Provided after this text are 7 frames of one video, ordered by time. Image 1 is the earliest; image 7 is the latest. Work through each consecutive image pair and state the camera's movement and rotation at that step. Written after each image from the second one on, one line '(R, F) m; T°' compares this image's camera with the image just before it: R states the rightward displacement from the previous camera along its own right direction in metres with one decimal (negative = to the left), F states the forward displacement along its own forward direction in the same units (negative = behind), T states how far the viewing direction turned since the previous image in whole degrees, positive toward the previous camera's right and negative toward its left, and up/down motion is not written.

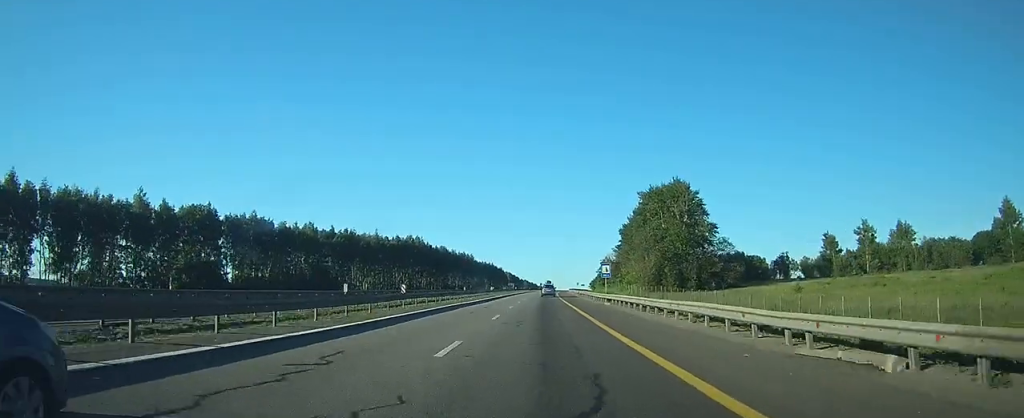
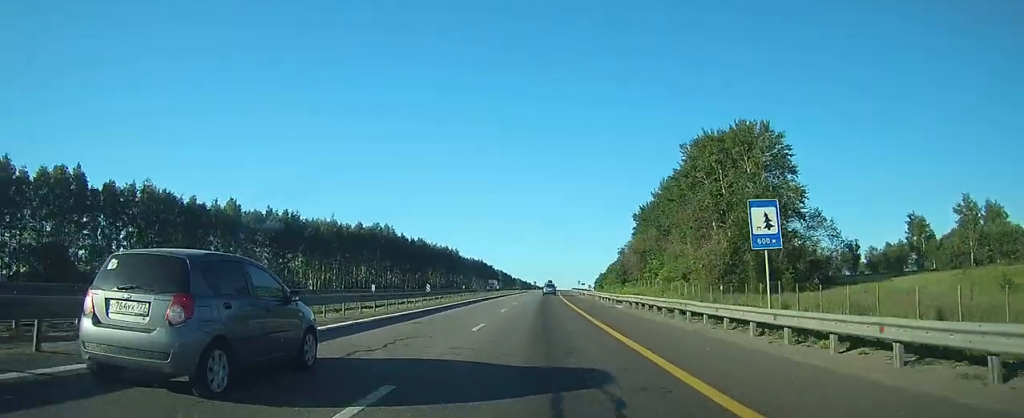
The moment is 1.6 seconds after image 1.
(0.0, +41.7) m; 0°
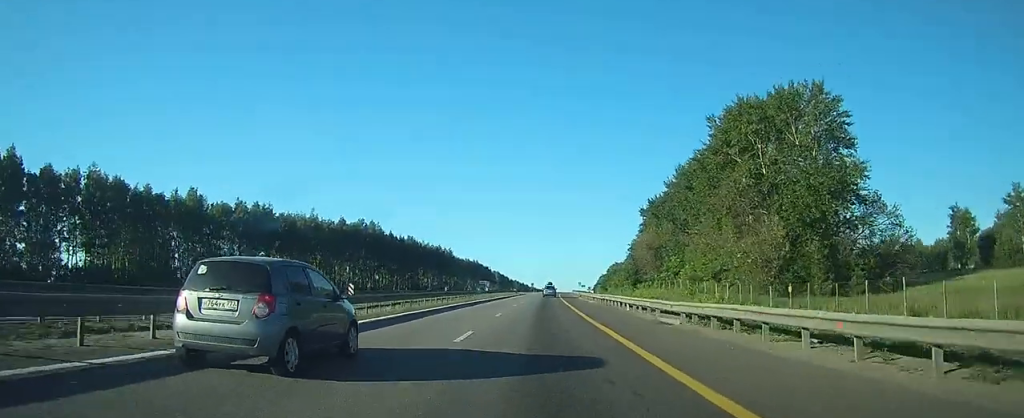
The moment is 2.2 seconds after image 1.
(0.0, +14.9) m; 0°
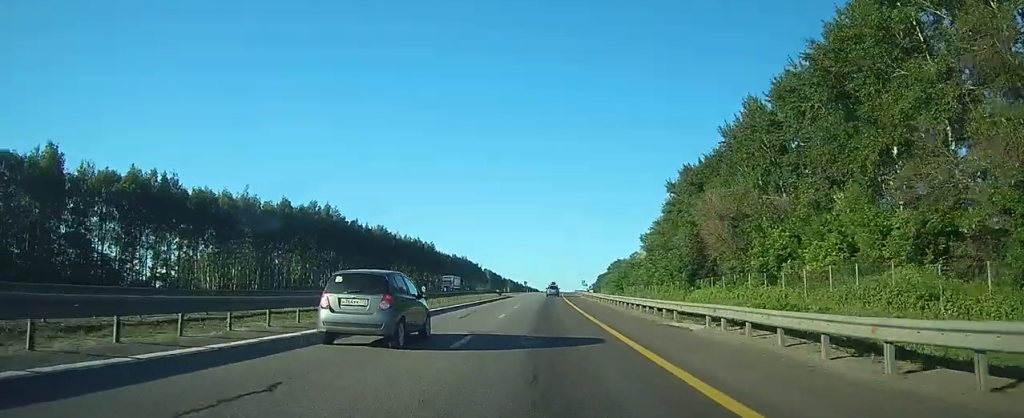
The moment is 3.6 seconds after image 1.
(0.0, +36.8) m; +1°
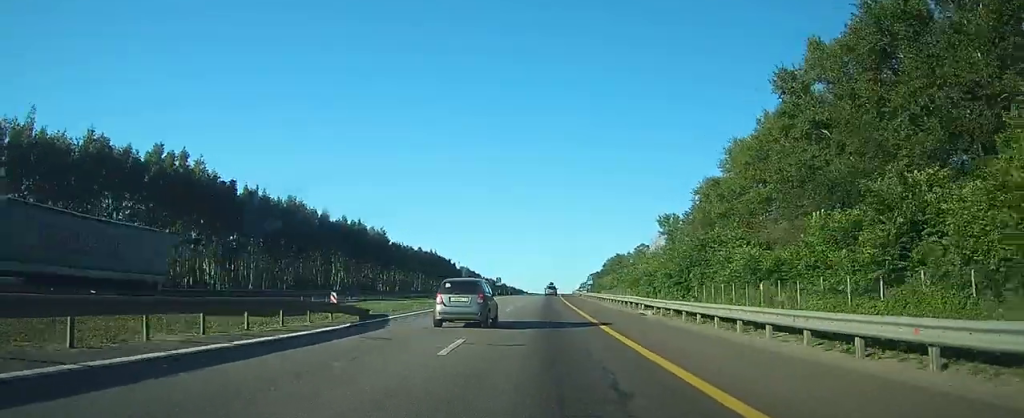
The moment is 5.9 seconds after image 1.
(+0.8, +60.5) m; +1°
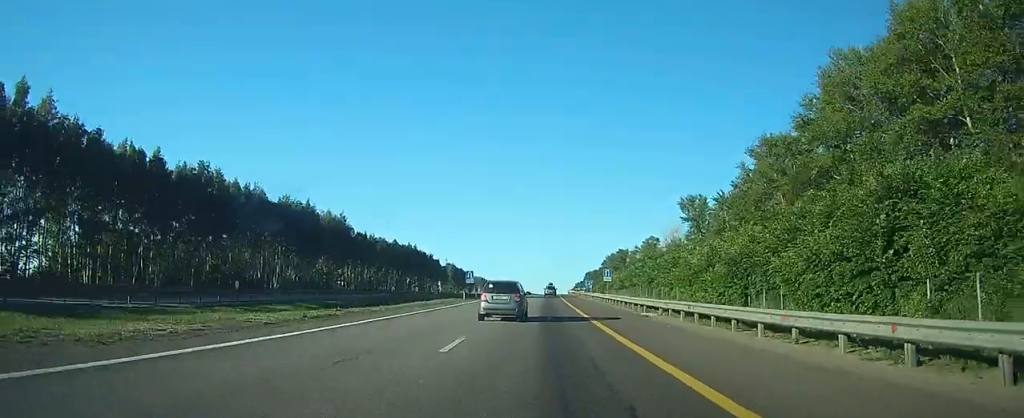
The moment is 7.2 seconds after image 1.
(0.0, +35.1) m; 0°
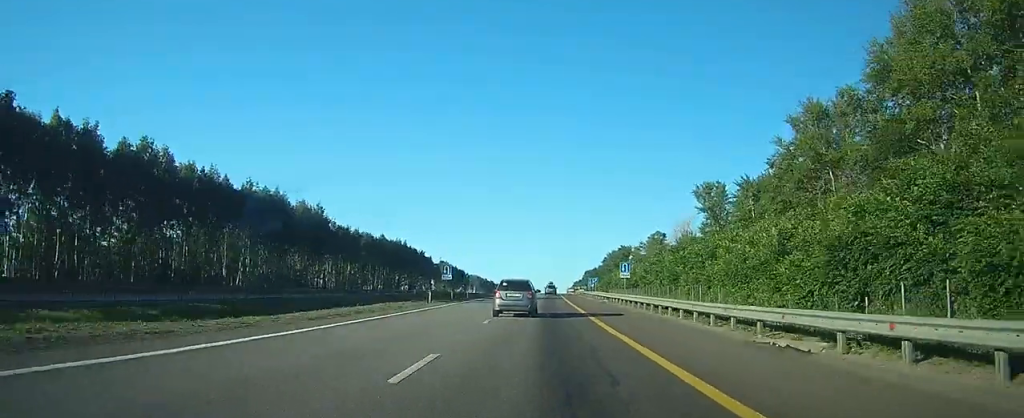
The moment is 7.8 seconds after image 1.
(-0.1, +15.8) m; +1°
